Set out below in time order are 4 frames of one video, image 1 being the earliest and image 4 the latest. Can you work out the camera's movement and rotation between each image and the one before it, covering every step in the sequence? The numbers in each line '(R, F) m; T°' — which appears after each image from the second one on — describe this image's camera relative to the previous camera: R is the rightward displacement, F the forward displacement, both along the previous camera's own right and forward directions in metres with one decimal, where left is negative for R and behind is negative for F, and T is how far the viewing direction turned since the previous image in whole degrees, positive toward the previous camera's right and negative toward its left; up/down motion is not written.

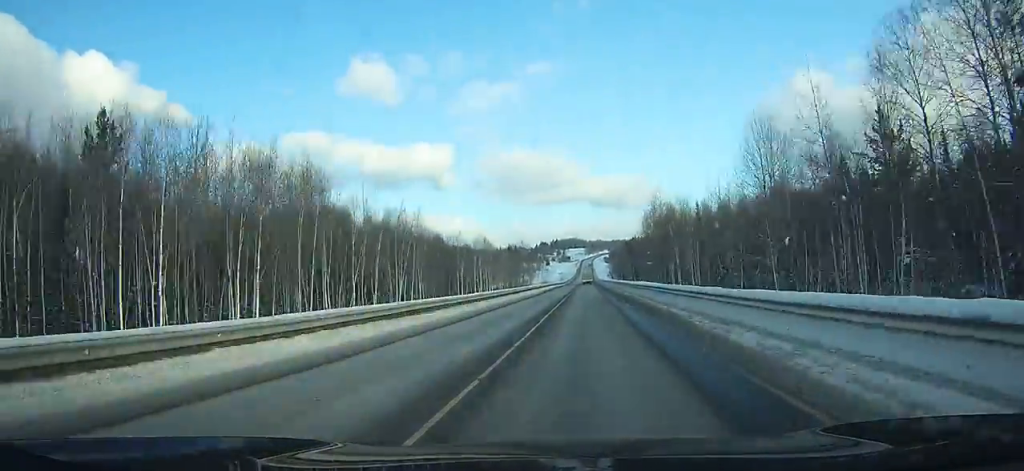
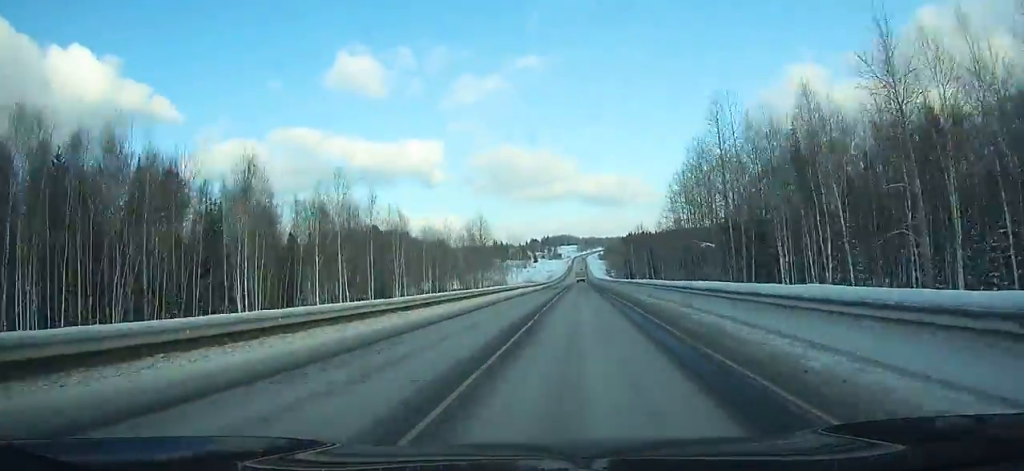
(+0.3, +57.1) m; 0°
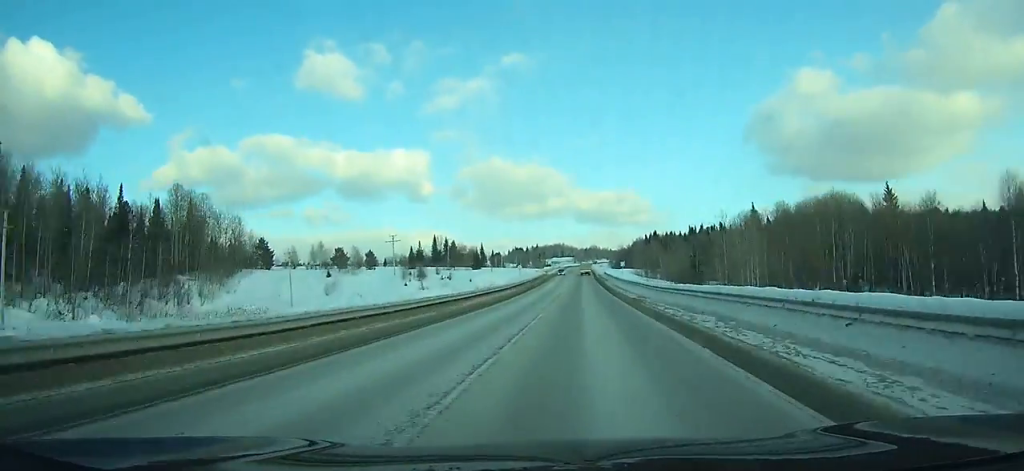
(+1.4, +246.4) m; +1°
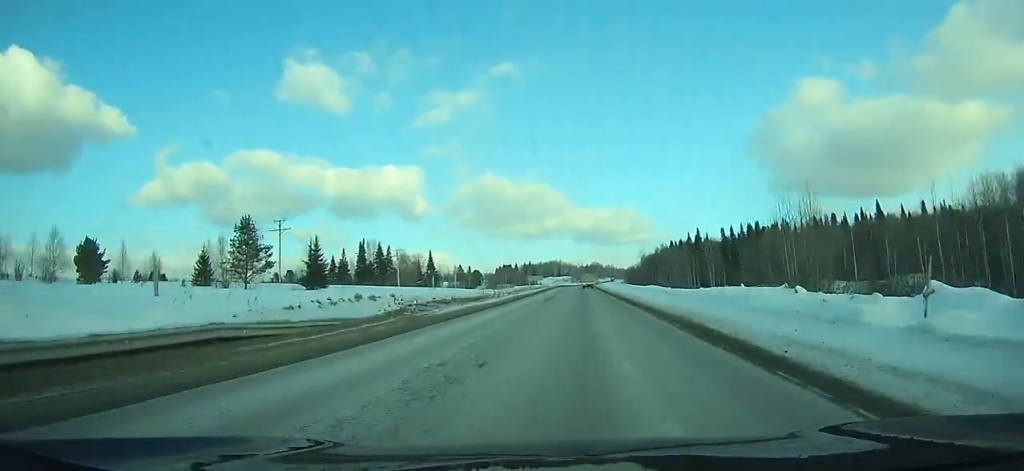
(0.0, +120.8) m; +1°
